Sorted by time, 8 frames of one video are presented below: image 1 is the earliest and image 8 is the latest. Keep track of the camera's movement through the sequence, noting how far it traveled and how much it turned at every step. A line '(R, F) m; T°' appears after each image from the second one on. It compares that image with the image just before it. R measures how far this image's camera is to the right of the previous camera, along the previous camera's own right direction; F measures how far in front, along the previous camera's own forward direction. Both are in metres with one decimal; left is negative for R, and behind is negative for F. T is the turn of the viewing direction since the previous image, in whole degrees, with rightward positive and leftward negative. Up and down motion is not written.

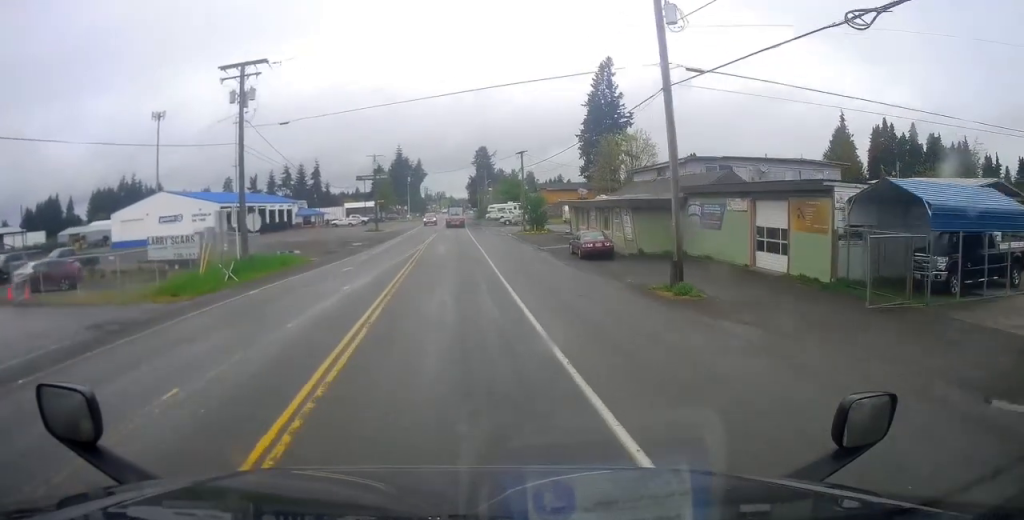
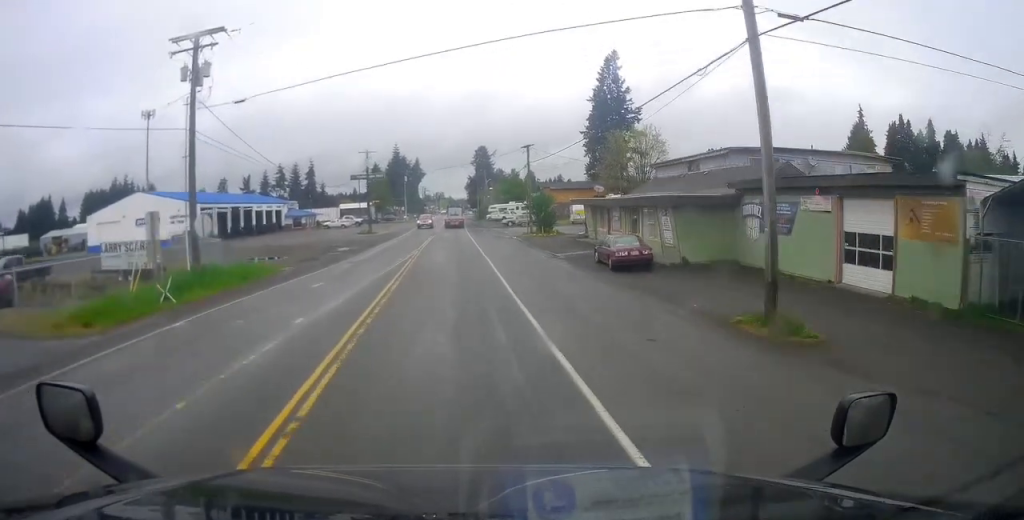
(0.0, +5.5) m; 0°
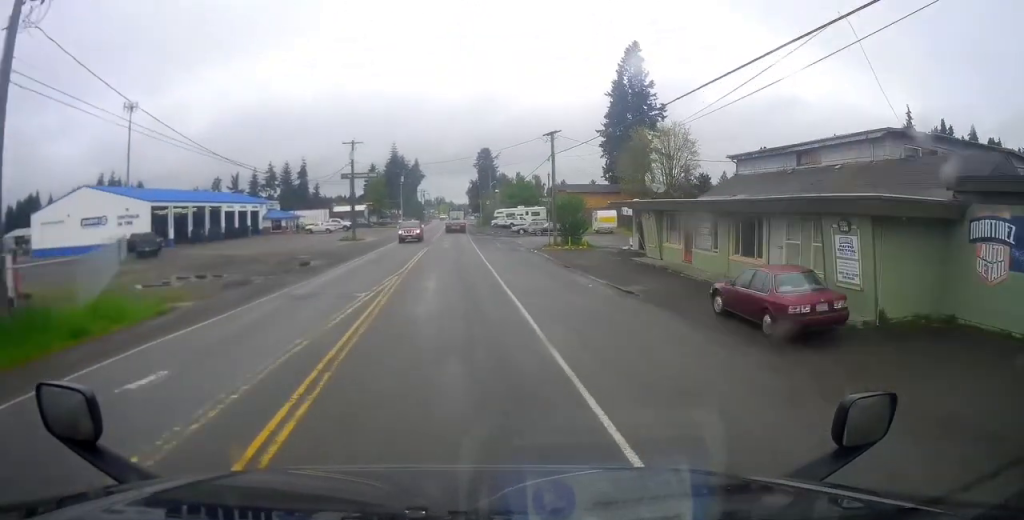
(0.0, +11.7) m; 0°
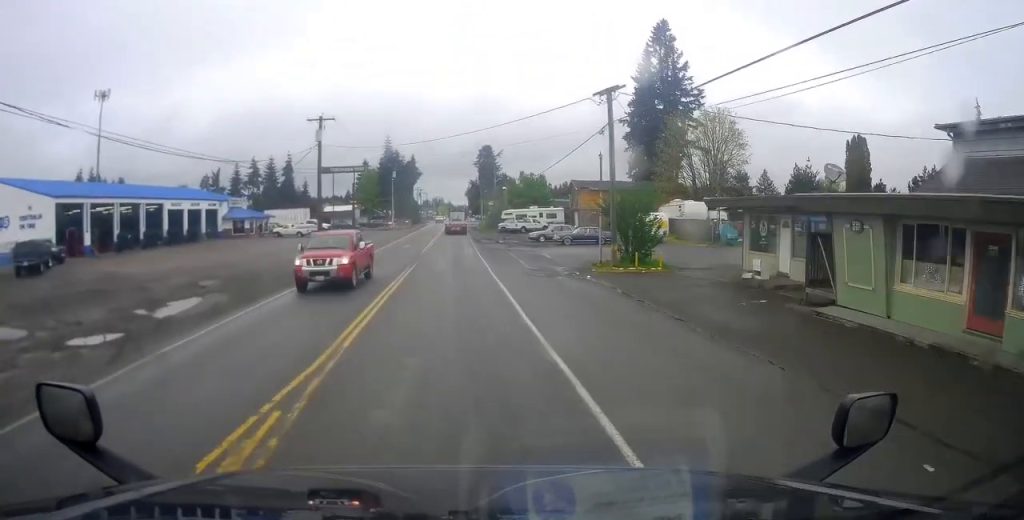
(0.0, +15.8) m; +1°
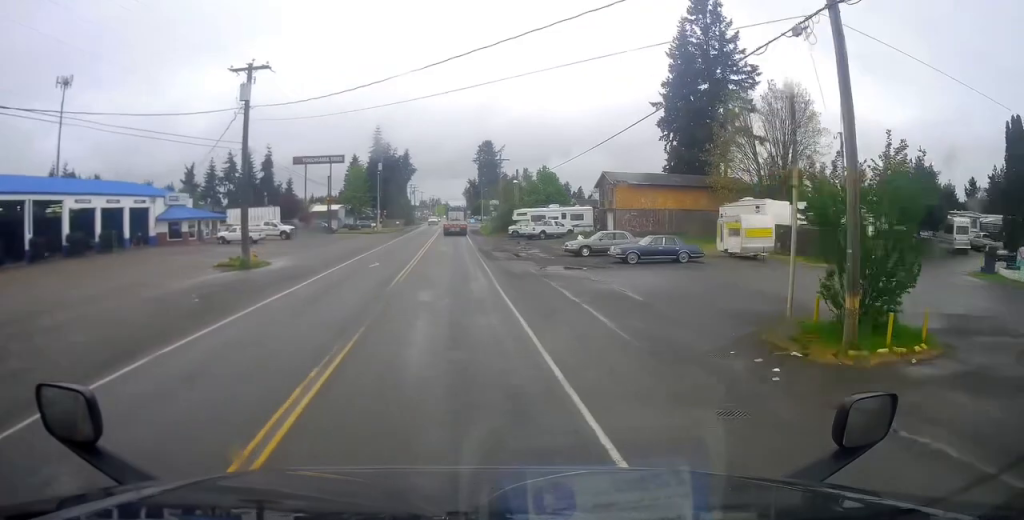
(+0.6, +17.7) m; +3°
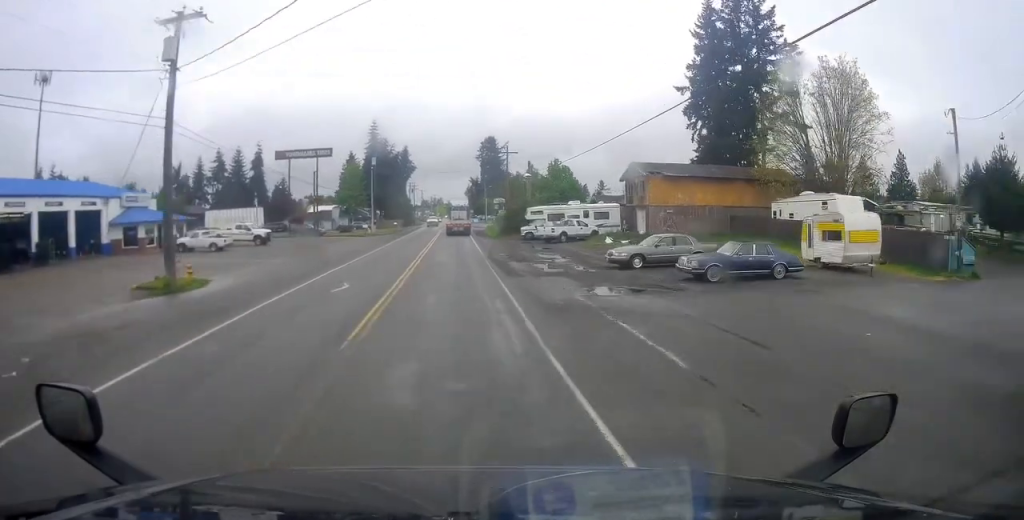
(+0.5, +9.3) m; -1°
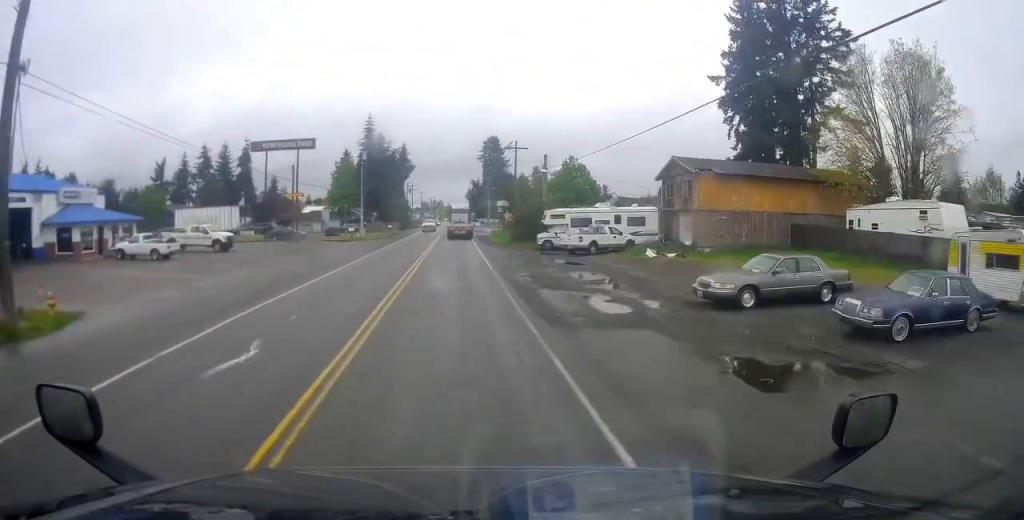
(-0.8, +9.9) m; -2°
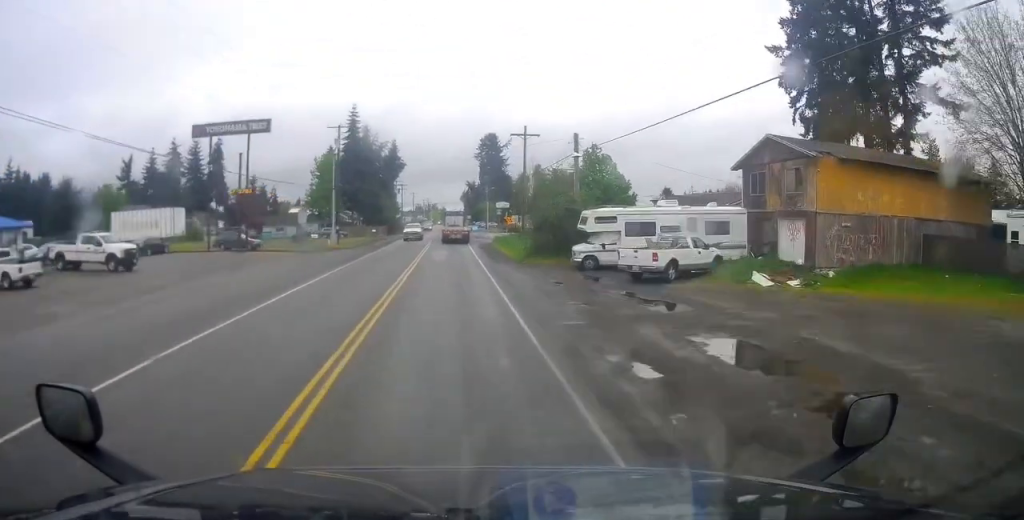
(+0.2, +14.3) m; +1°
